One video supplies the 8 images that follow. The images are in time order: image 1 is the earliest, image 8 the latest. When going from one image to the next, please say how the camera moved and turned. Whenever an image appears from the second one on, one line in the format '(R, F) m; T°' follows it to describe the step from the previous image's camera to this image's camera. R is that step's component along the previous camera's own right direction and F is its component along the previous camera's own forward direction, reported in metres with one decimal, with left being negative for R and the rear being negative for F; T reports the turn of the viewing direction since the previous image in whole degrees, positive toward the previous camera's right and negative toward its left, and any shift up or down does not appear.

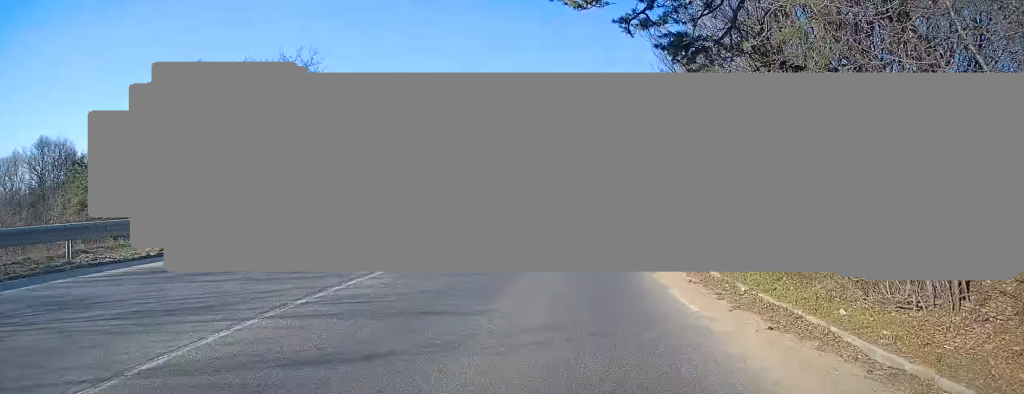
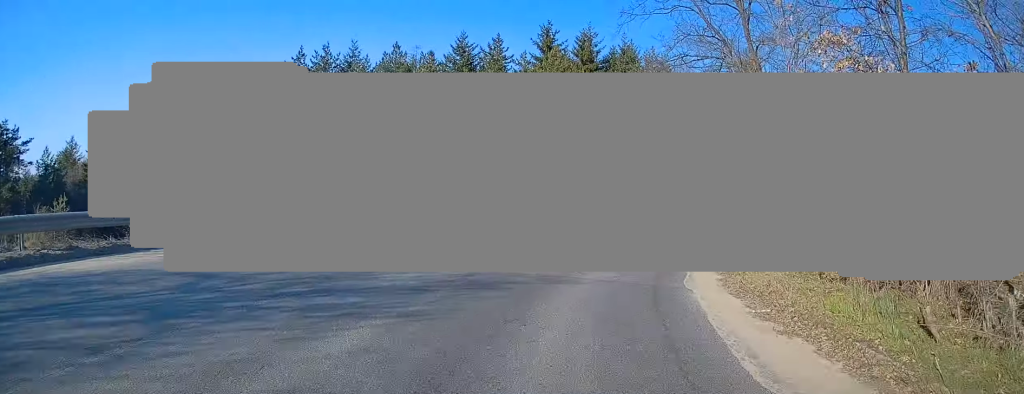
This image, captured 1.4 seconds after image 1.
(+1.7, +19.3) m; +14°
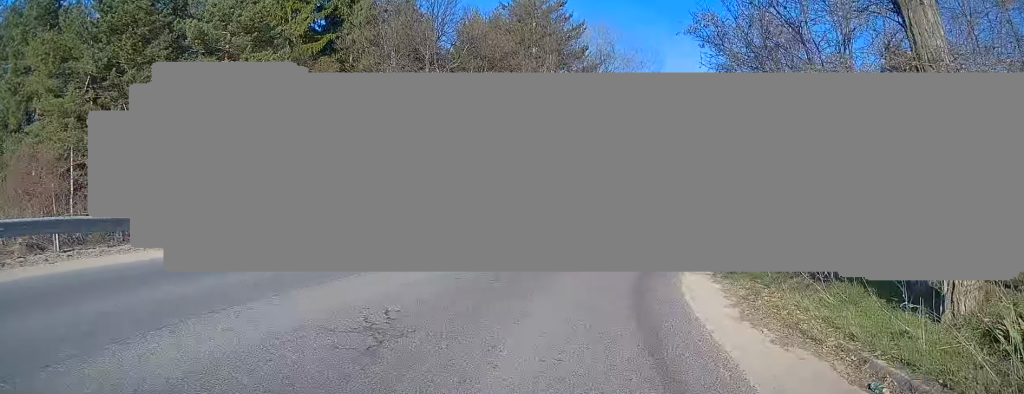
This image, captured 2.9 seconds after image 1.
(+4.1, +19.3) m; +25°
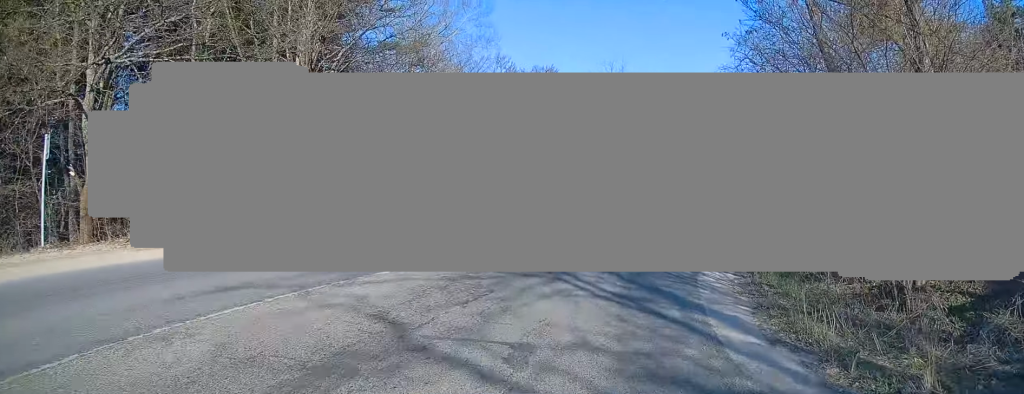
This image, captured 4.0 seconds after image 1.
(+2.6, +14.9) m; +17°
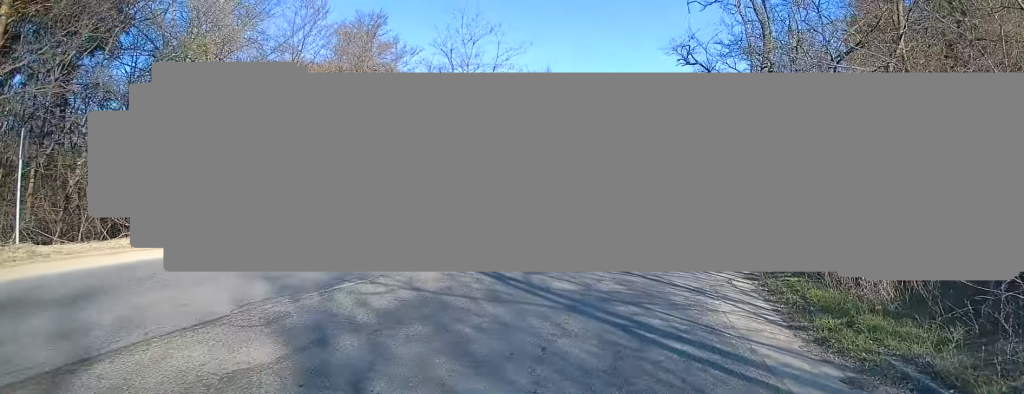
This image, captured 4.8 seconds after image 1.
(+1.0, +11.3) m; +12°
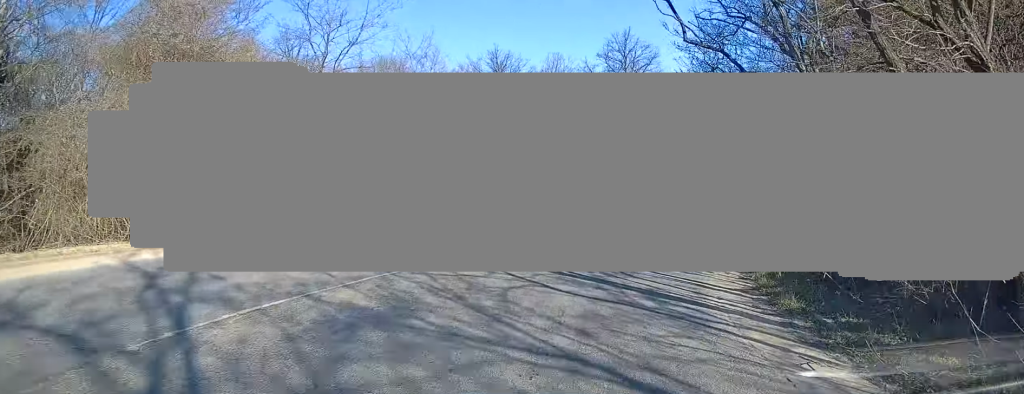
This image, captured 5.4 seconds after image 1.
(+0.5, +7.4) m; +8°
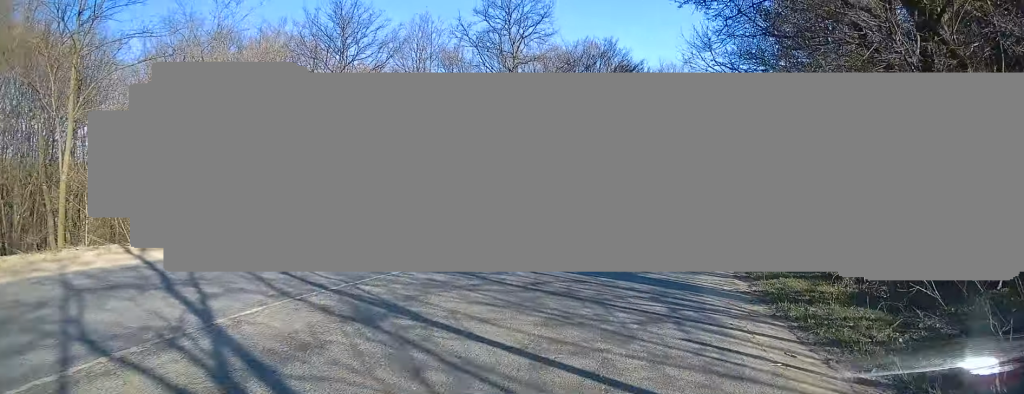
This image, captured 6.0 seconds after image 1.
(+0.9, +8.7) m; +10°
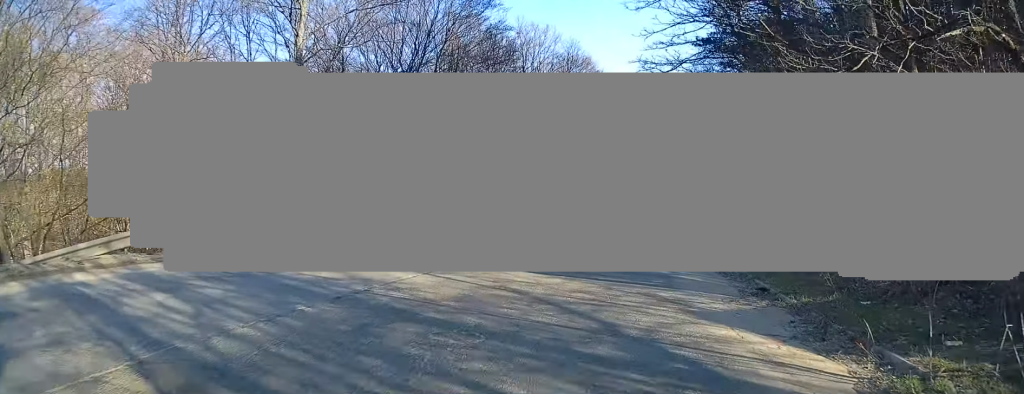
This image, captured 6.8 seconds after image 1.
(+1.2, +11.5) m; +13°
